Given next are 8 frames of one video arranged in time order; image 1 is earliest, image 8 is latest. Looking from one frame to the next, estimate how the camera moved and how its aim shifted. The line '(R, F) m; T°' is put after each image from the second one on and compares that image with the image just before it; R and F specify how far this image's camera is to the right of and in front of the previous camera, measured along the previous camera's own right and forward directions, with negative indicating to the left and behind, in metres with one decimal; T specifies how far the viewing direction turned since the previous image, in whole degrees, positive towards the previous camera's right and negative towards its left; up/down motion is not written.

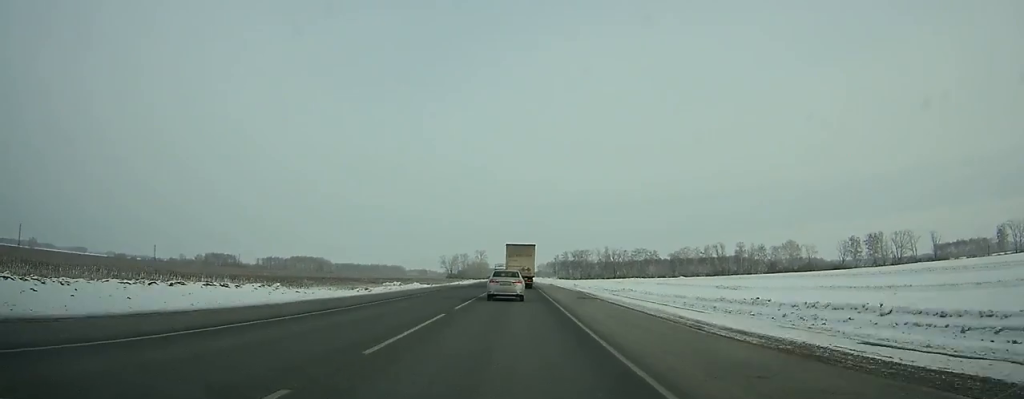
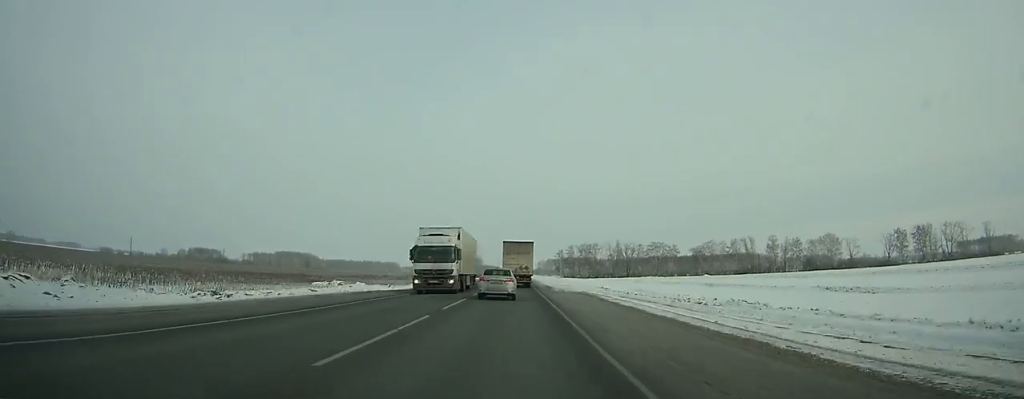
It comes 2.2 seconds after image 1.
(+0.2, +51.4) m; 0°
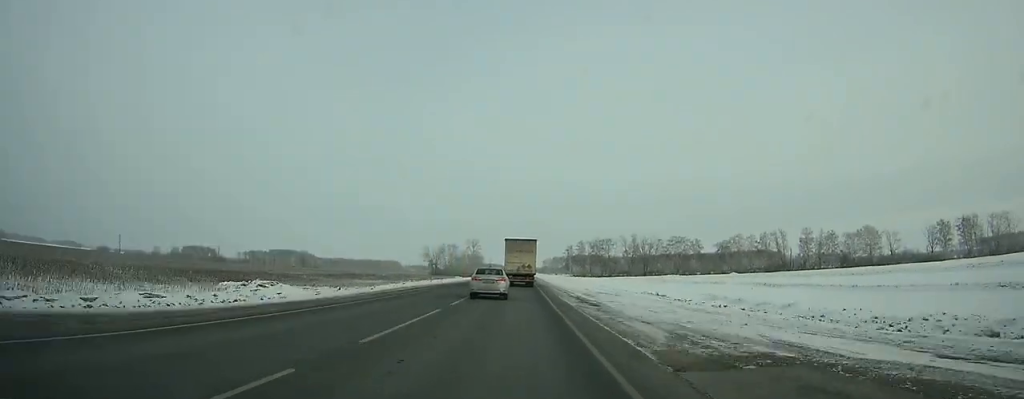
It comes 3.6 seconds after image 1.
(-0.1, +34.3) m; 0°
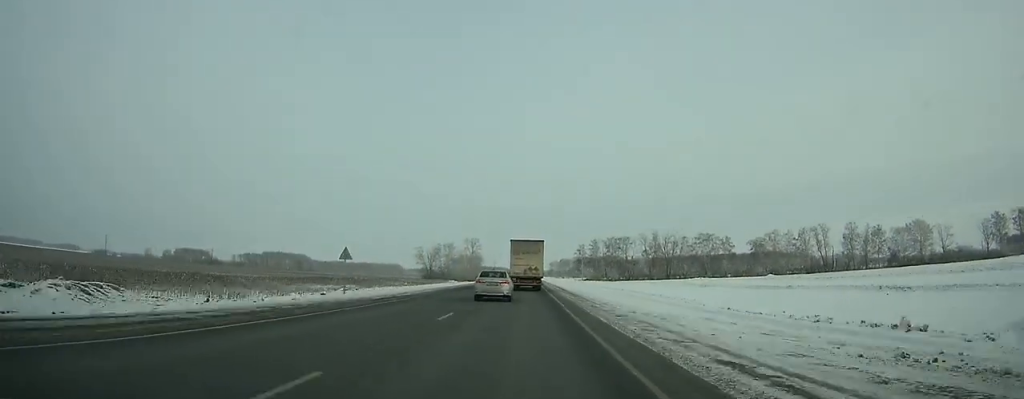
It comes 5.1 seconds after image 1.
(0.0, +37.0) m; 0°
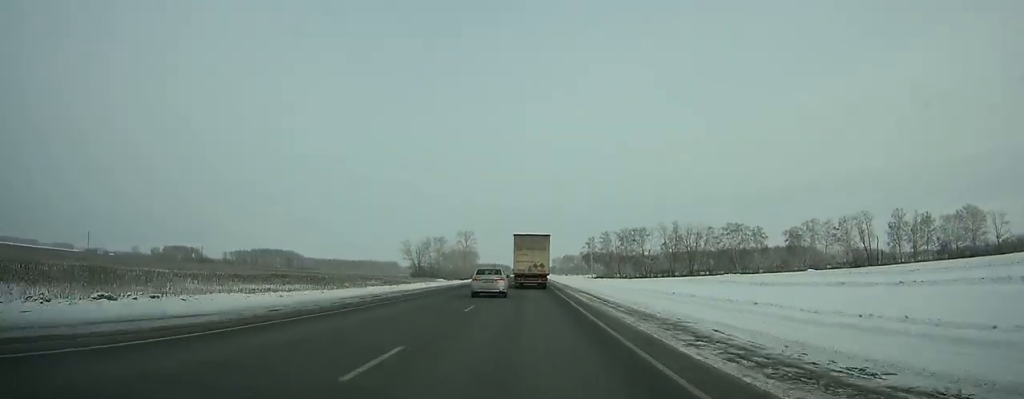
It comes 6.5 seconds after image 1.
(-0.1, +36.5) m; 0°
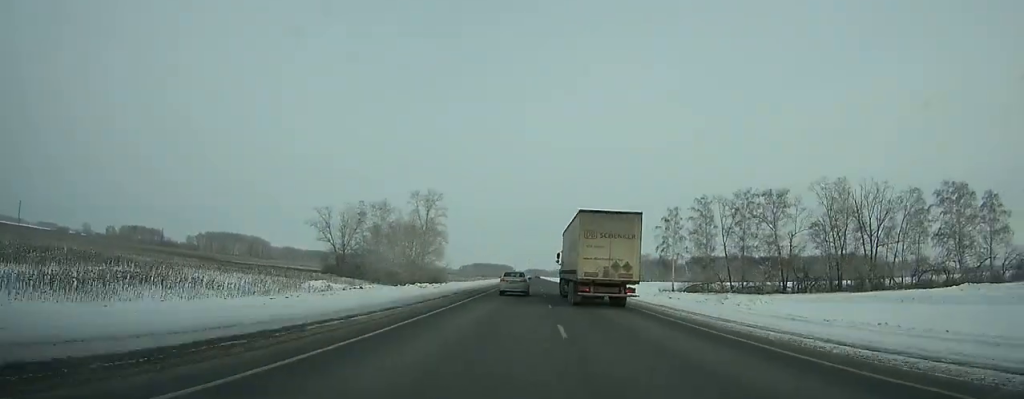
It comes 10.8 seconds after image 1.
(+0.1, +118.0) m; 0°
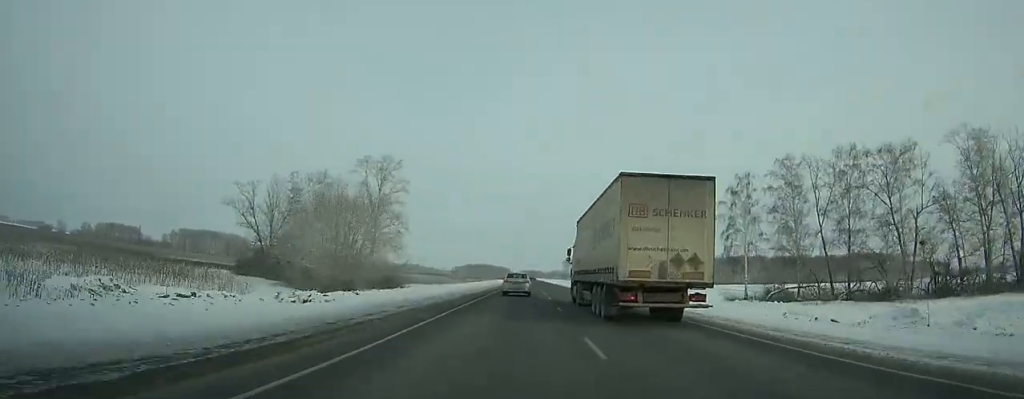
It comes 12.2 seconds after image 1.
(+0.1, +40.9) m; 0°
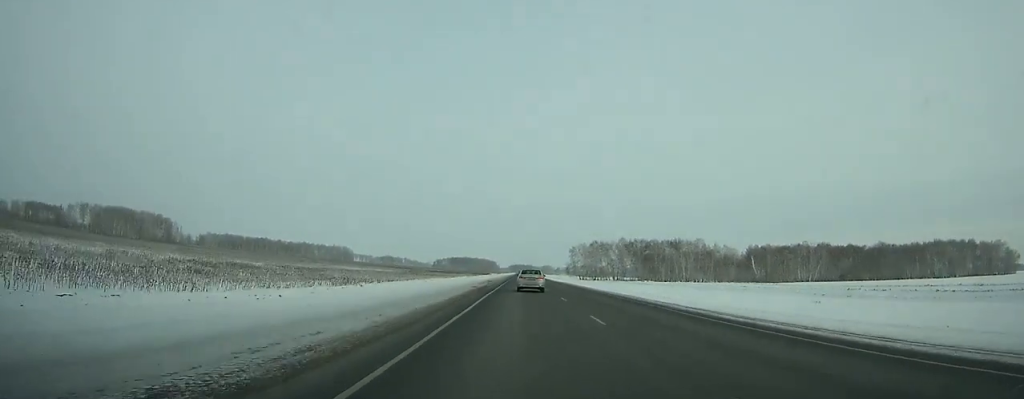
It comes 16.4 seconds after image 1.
(+0.9, +127.3) m; +1°
